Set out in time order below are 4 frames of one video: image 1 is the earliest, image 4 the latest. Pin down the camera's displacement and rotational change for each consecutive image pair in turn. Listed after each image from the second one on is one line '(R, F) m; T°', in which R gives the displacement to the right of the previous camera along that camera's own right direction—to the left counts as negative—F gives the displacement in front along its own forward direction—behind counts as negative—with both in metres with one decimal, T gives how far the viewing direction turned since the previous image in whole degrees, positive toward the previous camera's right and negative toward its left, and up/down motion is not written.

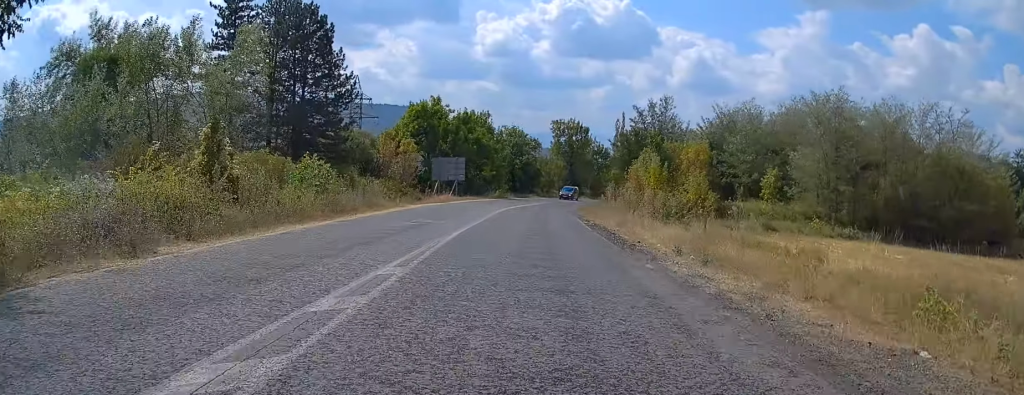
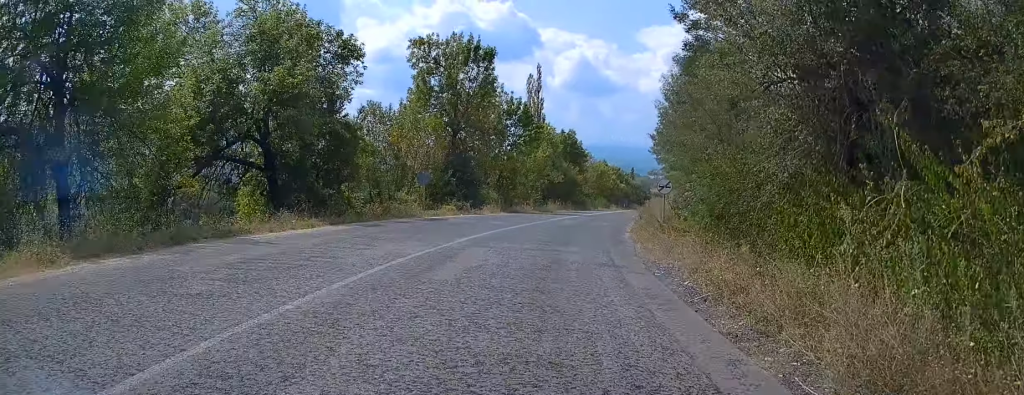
(+3.5, +66.0) m; +9°
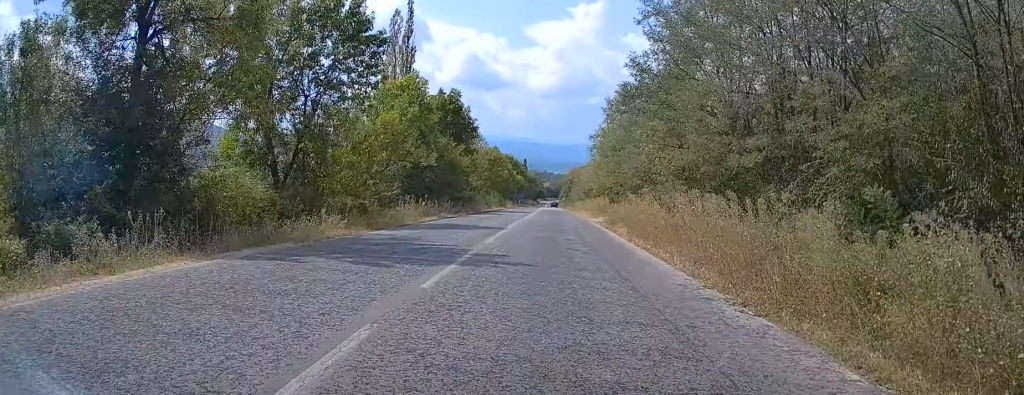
(+2.1, +32.7) m; +8°
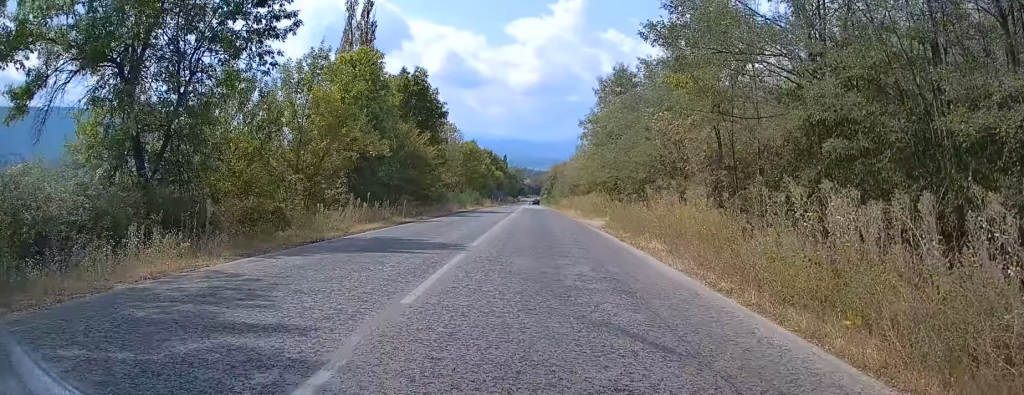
(+0.4, +9.8) m; +2°
